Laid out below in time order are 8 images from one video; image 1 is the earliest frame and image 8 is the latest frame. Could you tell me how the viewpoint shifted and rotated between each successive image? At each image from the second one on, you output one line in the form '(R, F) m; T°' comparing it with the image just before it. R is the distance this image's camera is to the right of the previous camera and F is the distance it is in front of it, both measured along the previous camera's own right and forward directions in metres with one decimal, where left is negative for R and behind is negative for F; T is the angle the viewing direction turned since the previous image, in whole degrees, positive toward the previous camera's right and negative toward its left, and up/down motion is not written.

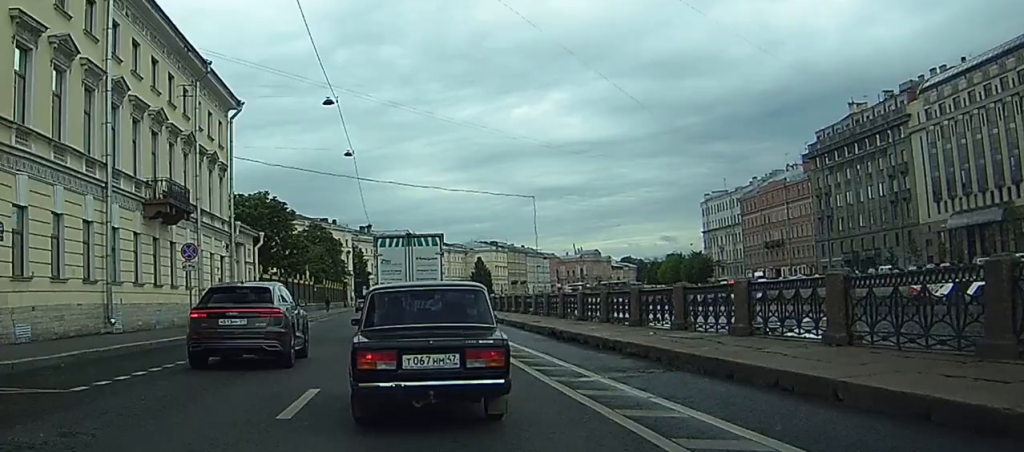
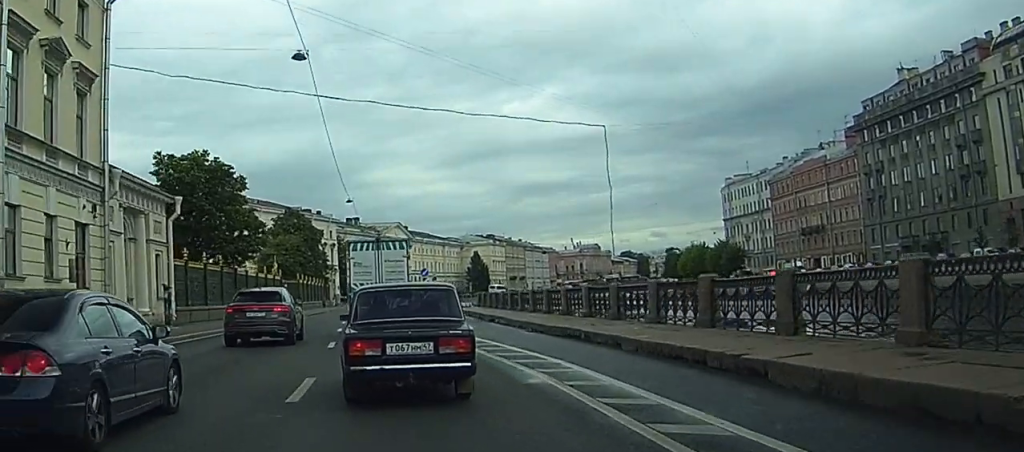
(+0.1, +23.0) m; 0°
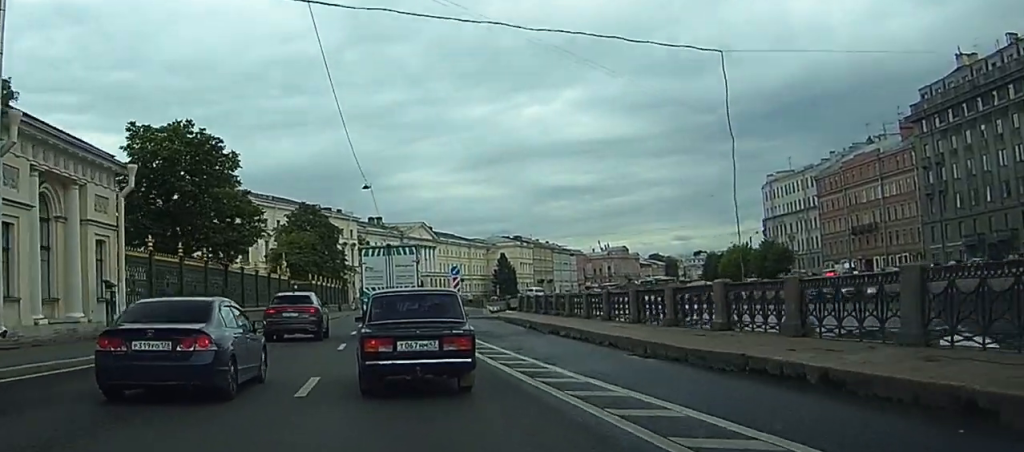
(0.0, +11.4) m; -1°
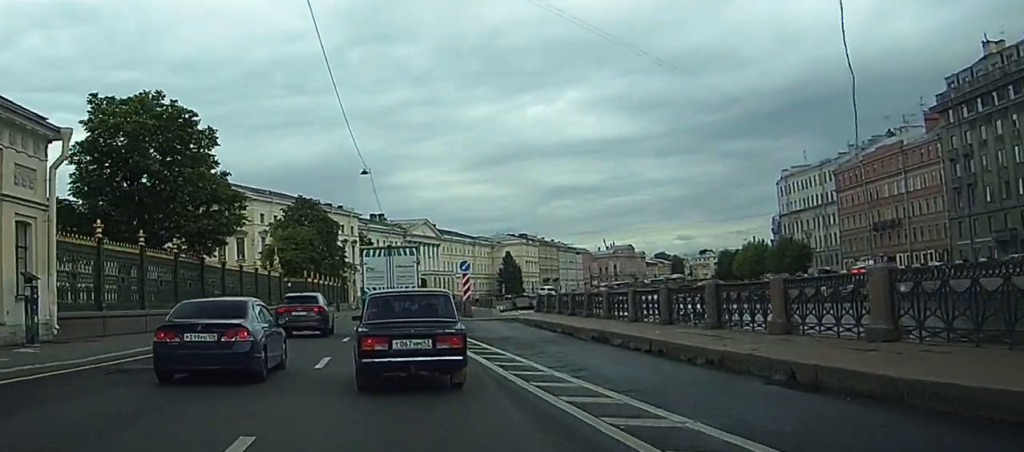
(0.0, +6.8) m; -1°
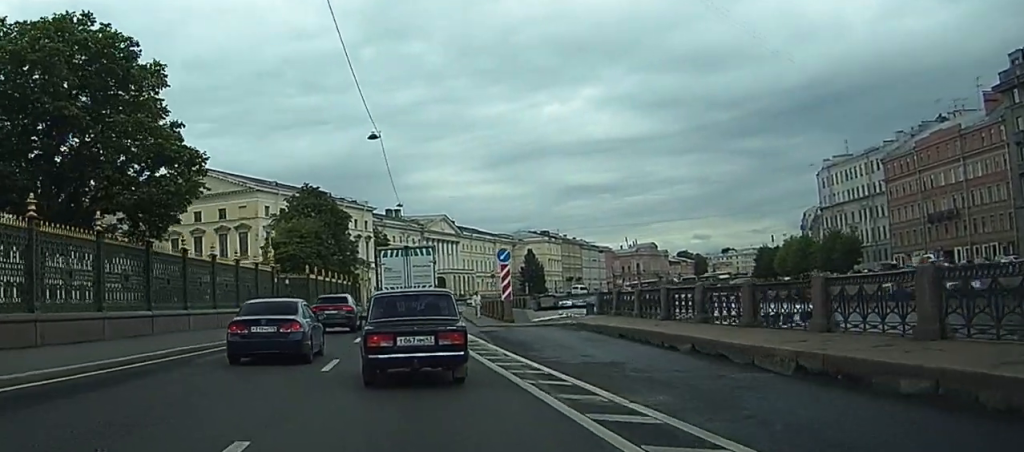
(-0.3, +12.1) m; -2°
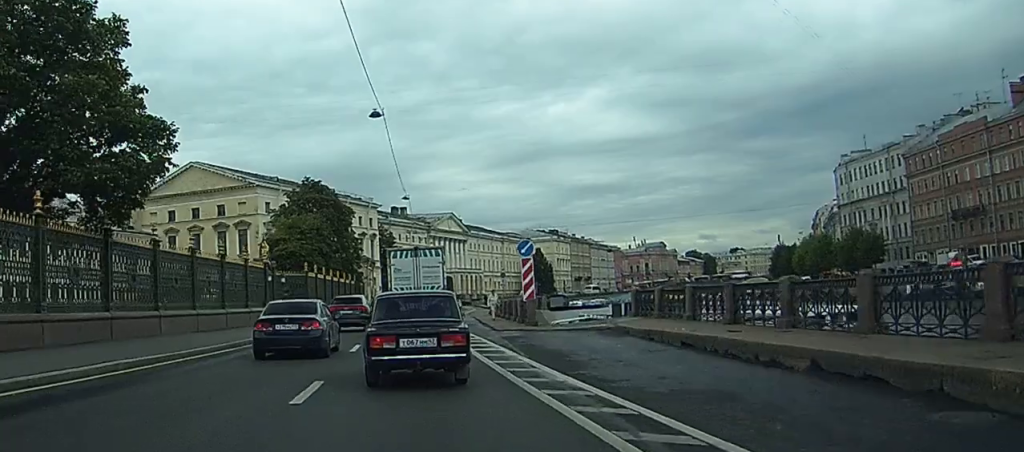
(-0.2, +5.3) m; +1°
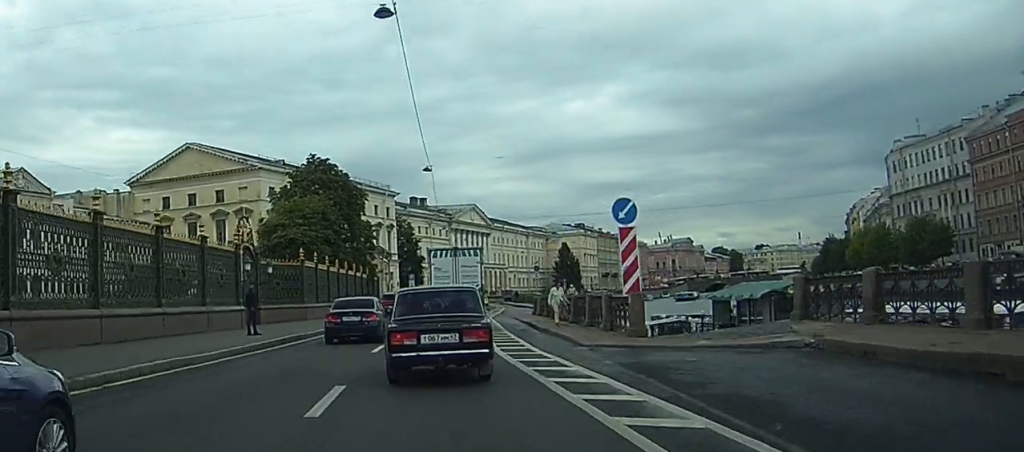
(+0.4, +13.7) m; +3°
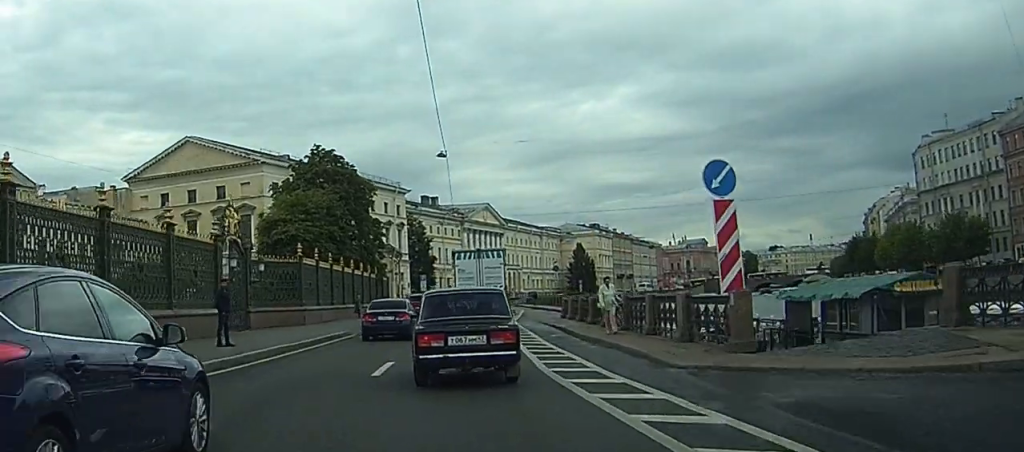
(0.0, +6.2) m; 0°
